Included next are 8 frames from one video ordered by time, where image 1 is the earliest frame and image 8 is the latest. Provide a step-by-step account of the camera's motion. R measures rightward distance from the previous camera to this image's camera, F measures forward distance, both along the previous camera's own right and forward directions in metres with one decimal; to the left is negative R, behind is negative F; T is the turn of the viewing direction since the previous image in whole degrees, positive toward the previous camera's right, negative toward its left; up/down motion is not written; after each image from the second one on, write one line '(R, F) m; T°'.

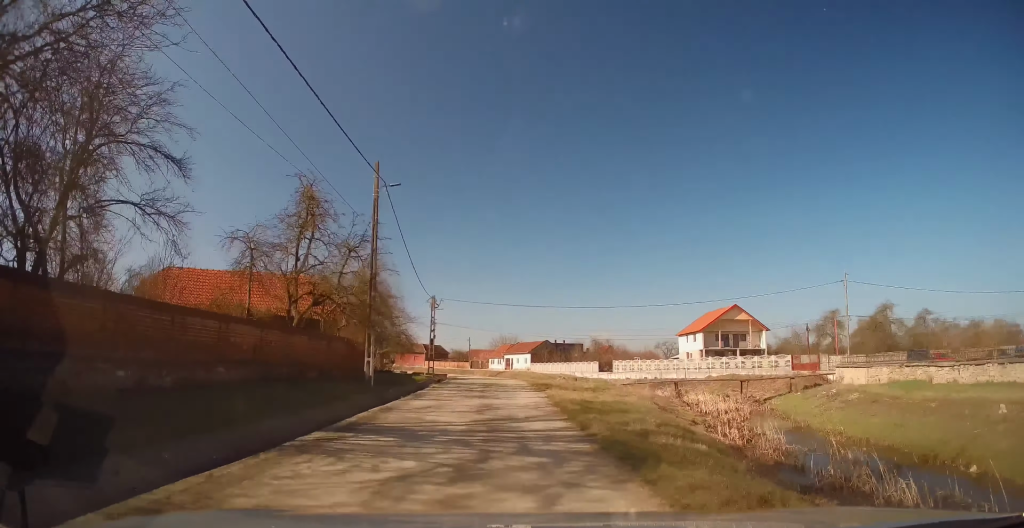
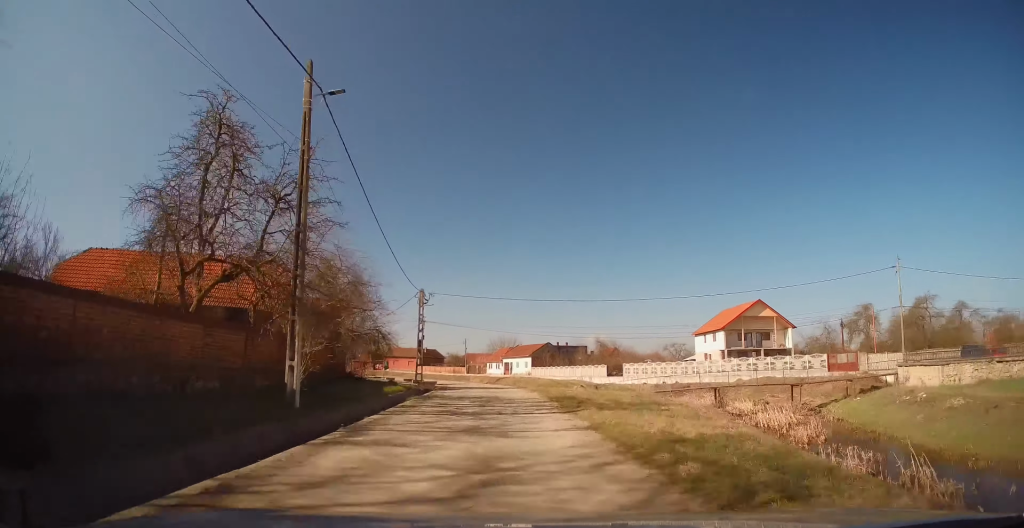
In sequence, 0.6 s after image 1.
(0.0, +7.5) m; -2°
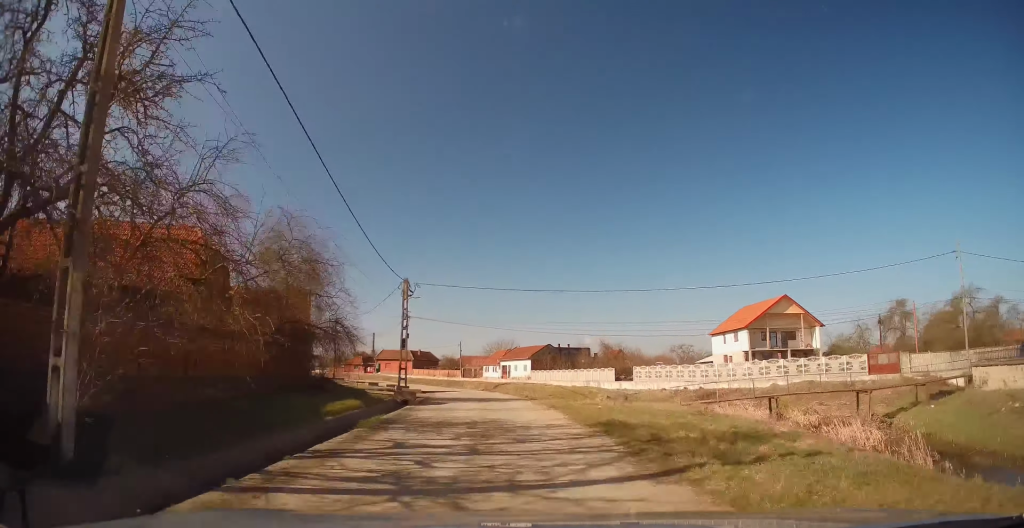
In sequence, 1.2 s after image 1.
(0.0, +6.9) m; -2°
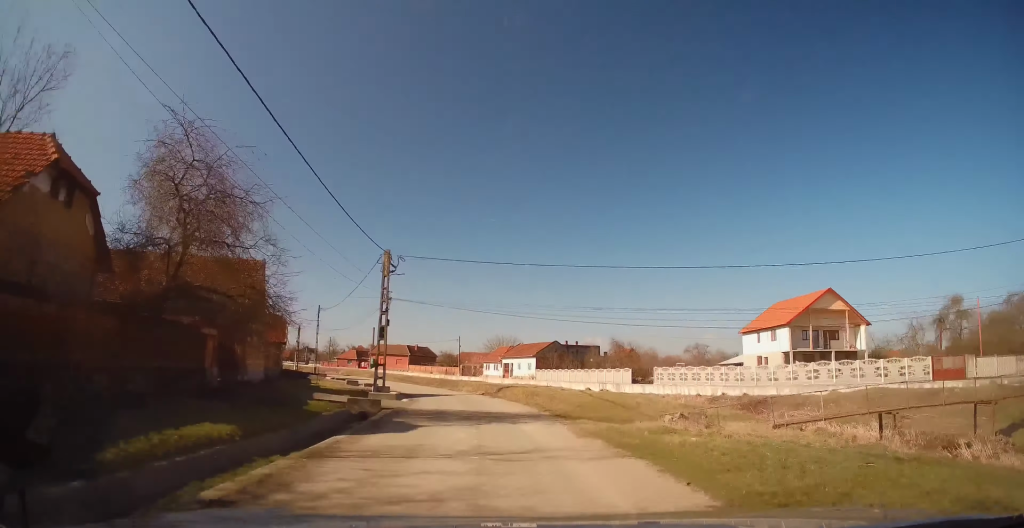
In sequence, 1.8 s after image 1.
(-0.4, +8.2) m; -1°
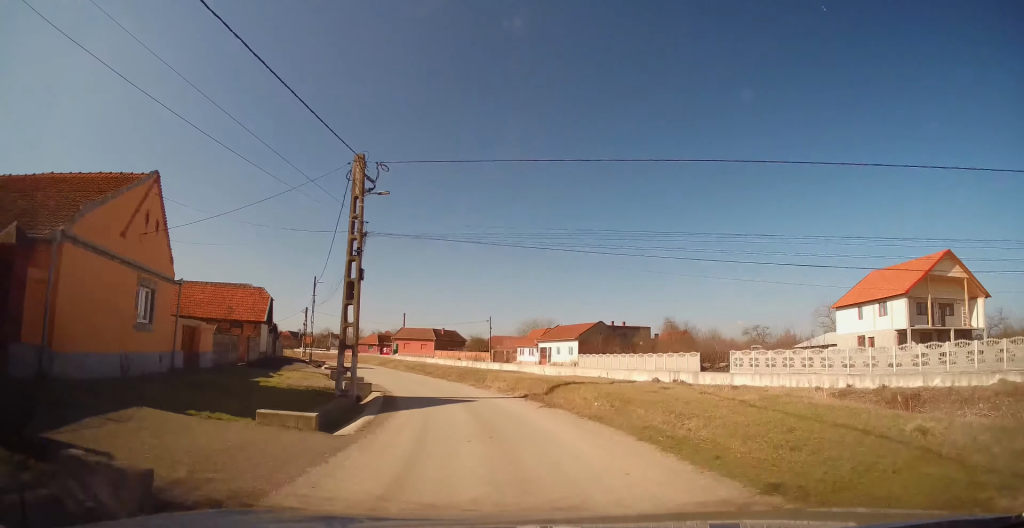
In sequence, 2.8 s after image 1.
(+0.1, +12.6) m; 0°
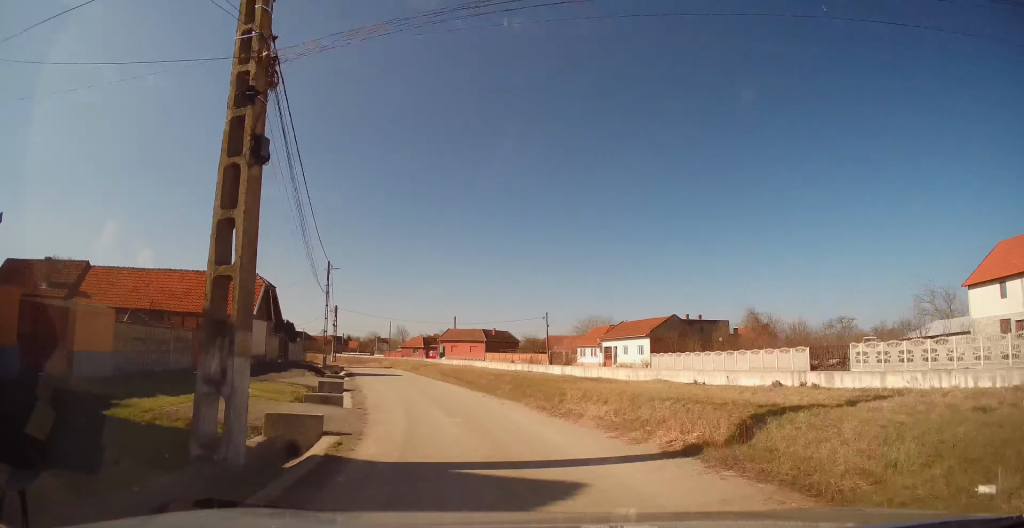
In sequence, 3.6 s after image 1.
(0.0, +11.3) m; -4°
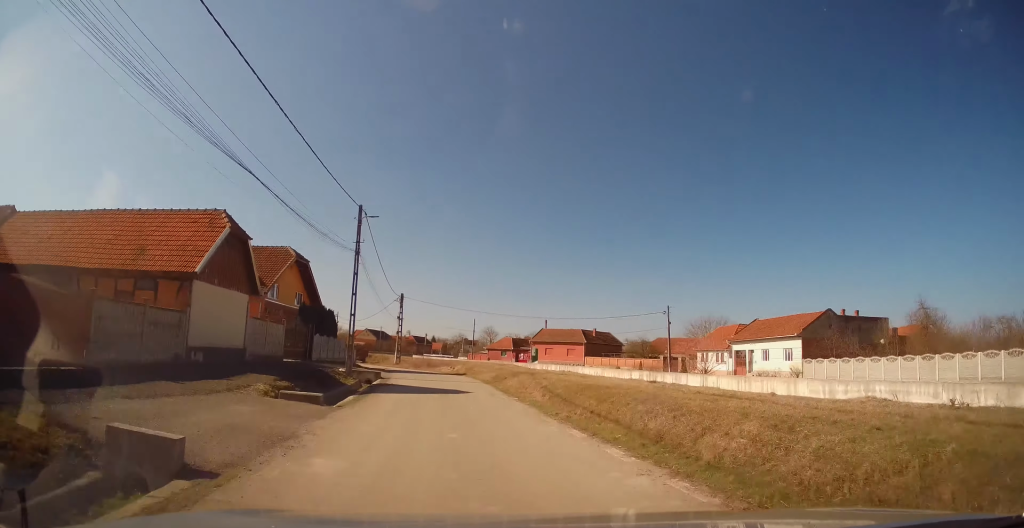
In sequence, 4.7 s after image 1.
(-1.2, +15.9) m; -8°
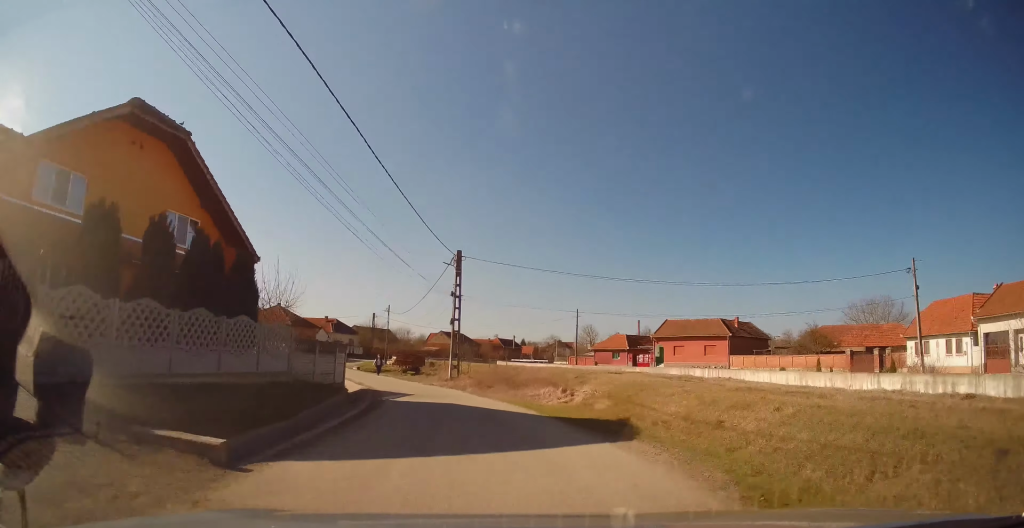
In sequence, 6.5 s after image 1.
(-2.2, +27.5) m; -10°
